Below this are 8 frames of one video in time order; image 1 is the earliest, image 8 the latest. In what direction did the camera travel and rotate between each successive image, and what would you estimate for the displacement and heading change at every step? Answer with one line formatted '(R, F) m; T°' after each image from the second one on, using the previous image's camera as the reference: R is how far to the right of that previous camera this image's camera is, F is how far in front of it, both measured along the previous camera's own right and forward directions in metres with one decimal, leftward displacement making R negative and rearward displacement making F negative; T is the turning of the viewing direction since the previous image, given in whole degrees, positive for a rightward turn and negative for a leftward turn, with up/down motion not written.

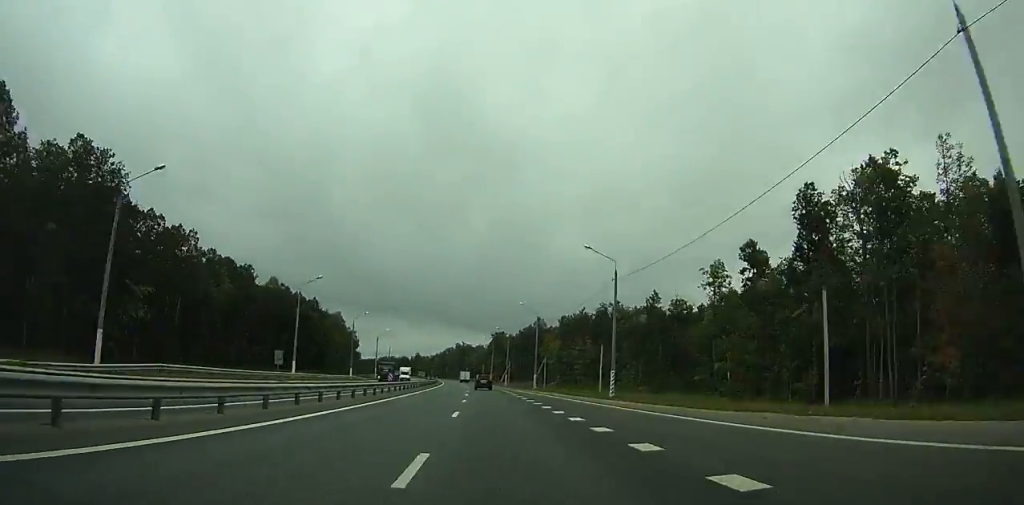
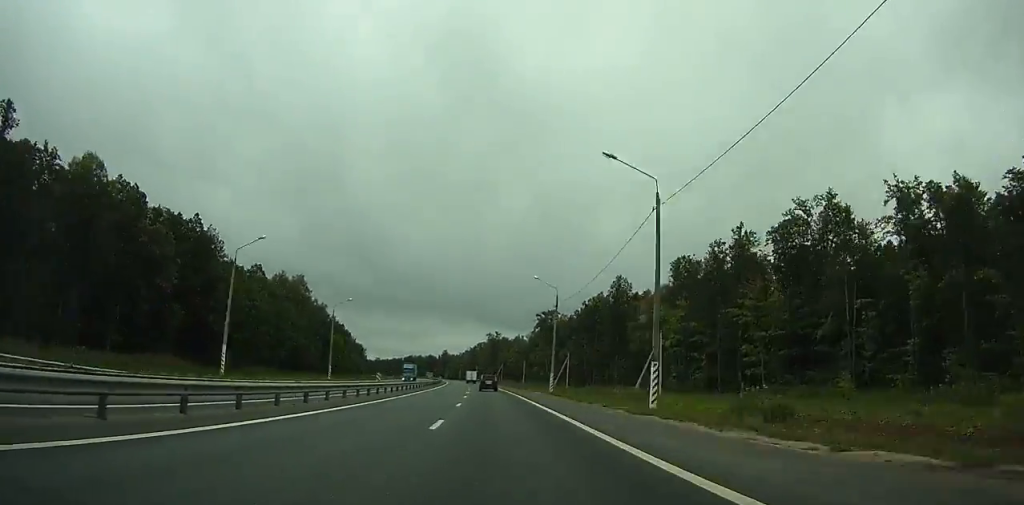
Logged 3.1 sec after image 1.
(-2.7, +90.0) m; -4°
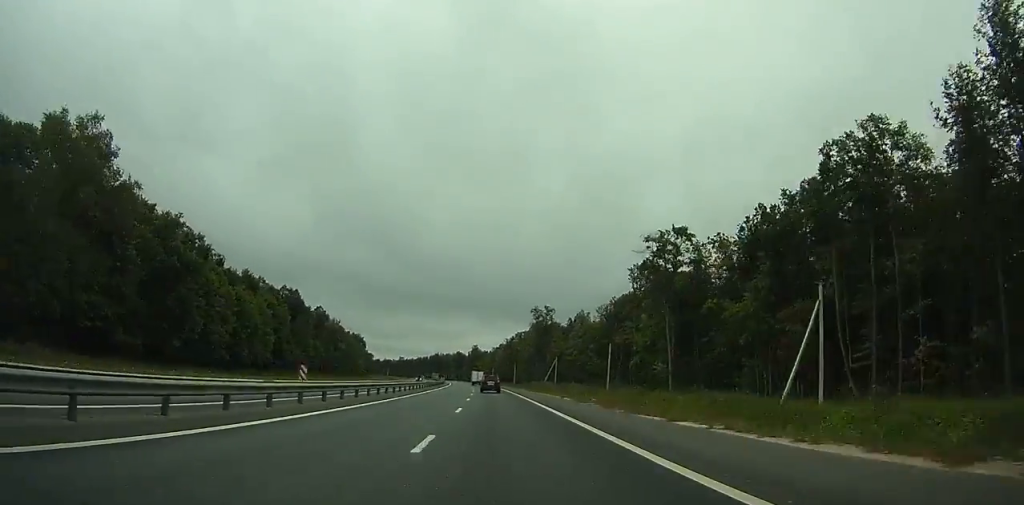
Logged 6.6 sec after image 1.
(-3.6, +100.1) m; -4°
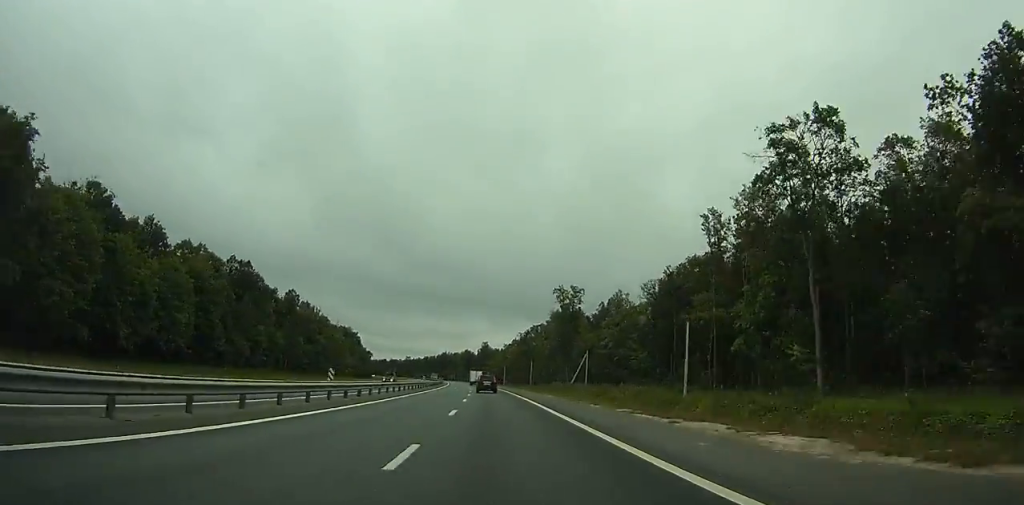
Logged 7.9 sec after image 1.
(-0.6, +36.7) m; -1°
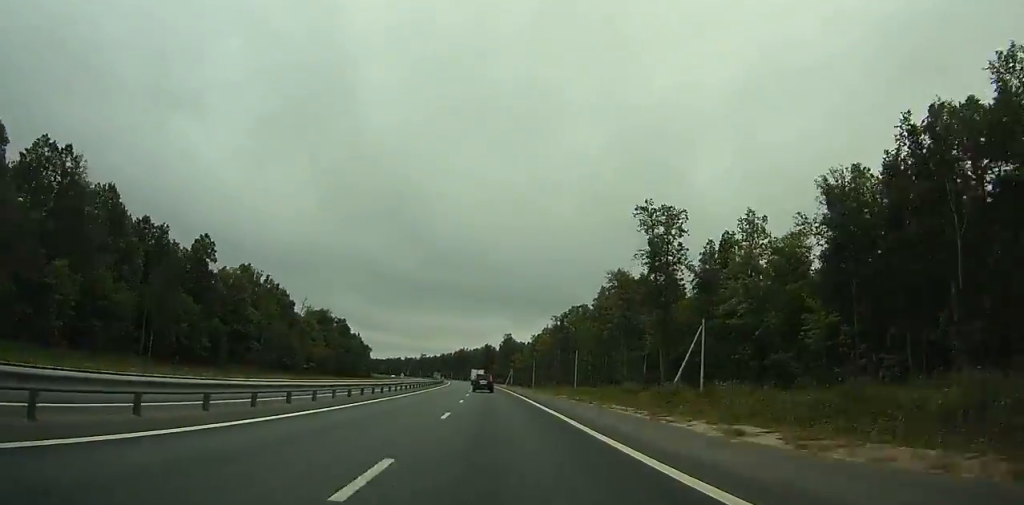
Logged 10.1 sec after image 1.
(-0.7, +61.8) m; -2°
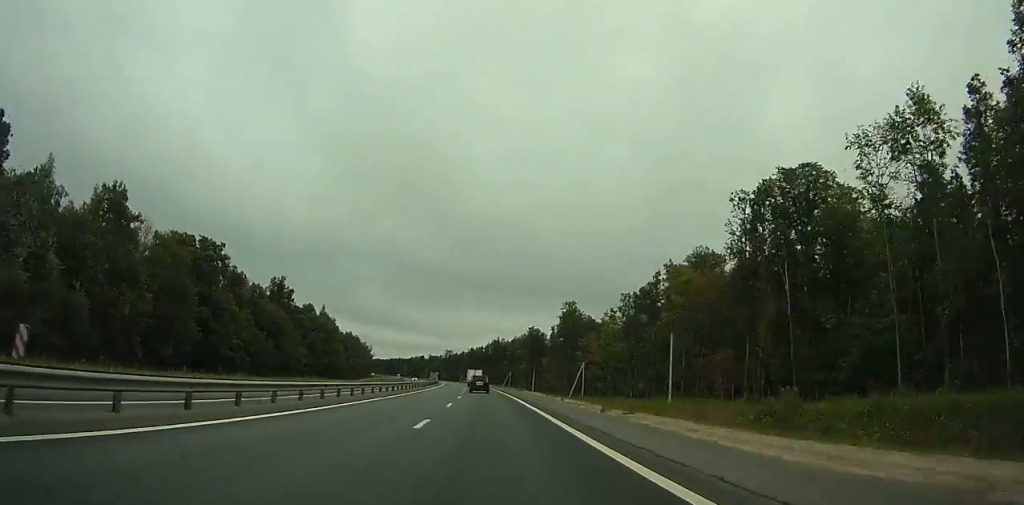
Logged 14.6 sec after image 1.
(-5.3, +125.1) m; -5°
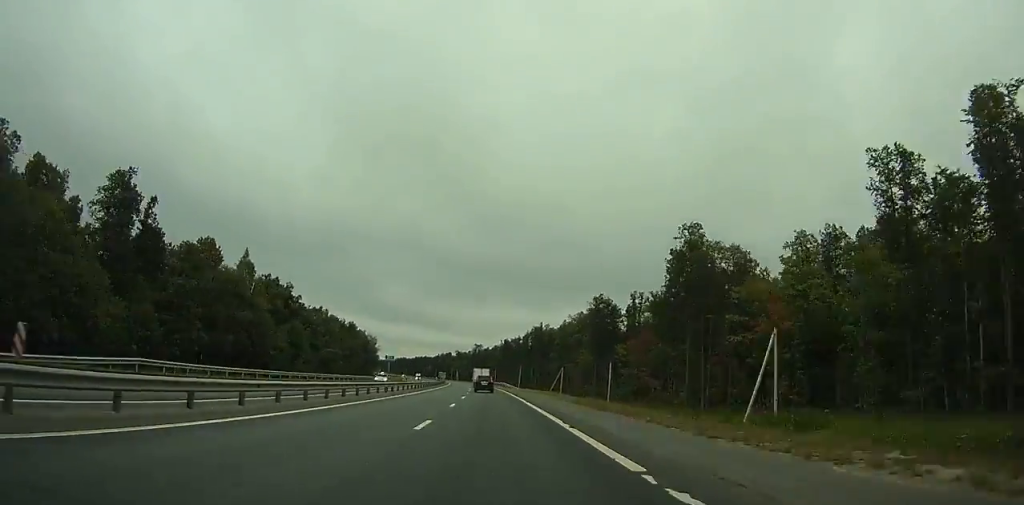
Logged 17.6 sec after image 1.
(-2.3, +84.0) m; -3°
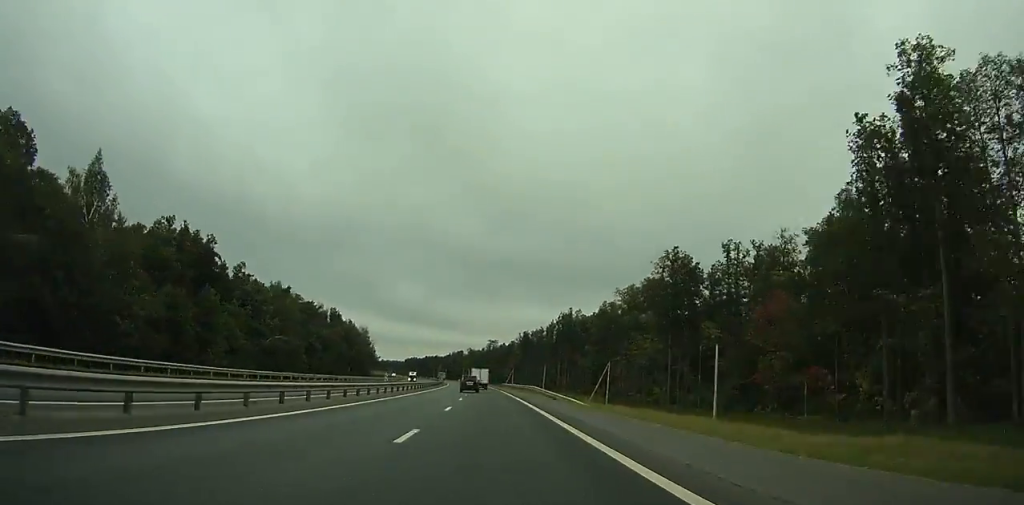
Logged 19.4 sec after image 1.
(-0.5, +50.9) m; -2°
